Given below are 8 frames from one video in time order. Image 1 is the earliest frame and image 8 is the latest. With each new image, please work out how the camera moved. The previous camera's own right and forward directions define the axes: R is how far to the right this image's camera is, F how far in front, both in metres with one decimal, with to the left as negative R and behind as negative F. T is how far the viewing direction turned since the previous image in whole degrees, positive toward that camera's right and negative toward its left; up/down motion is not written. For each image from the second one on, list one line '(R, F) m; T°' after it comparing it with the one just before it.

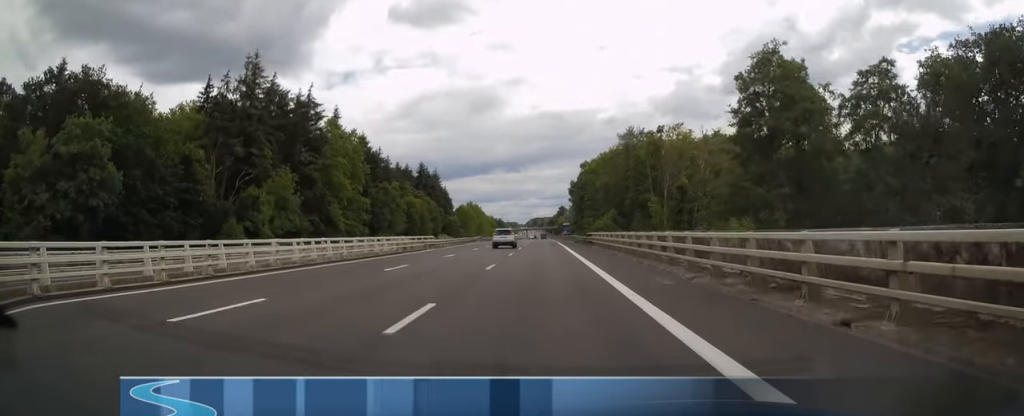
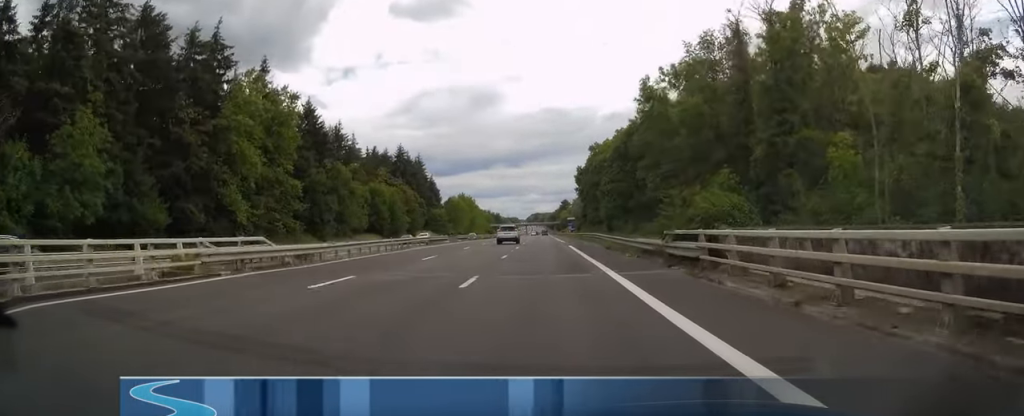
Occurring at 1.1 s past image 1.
(0.0, +33.3) m; -1°
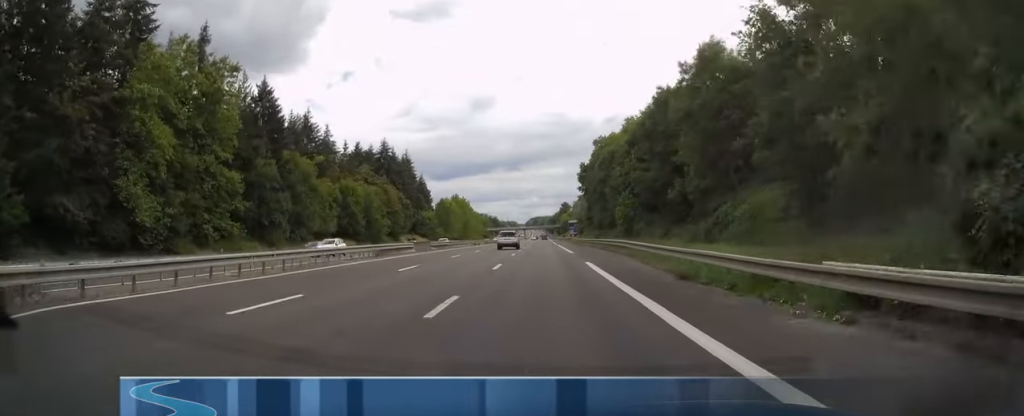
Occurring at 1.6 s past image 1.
(-0.1, +17.3) m; 0°
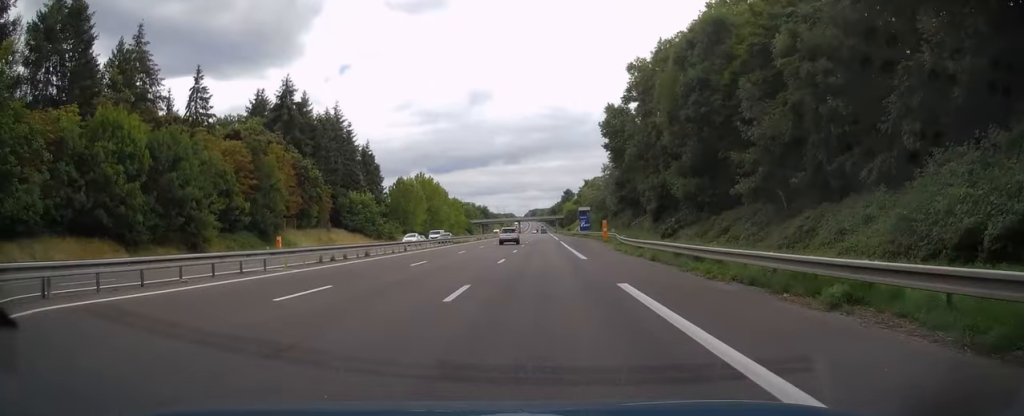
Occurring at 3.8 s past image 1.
(-0.3, +64.1) m; 0°
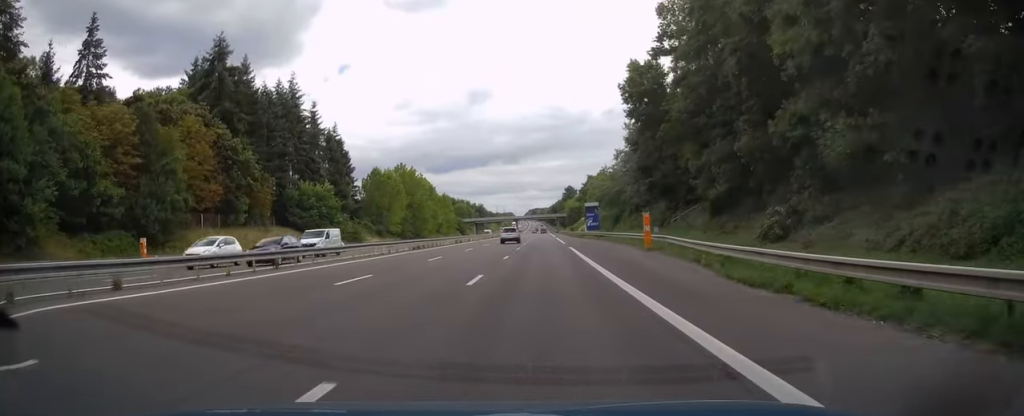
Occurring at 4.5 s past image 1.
(0.0, +23.2) m; 0°
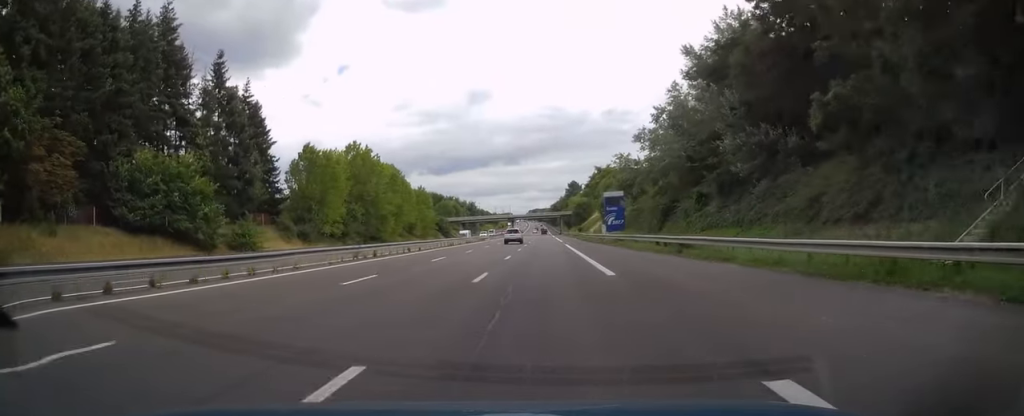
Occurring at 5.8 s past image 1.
(0.0, +38.6) m; 0°
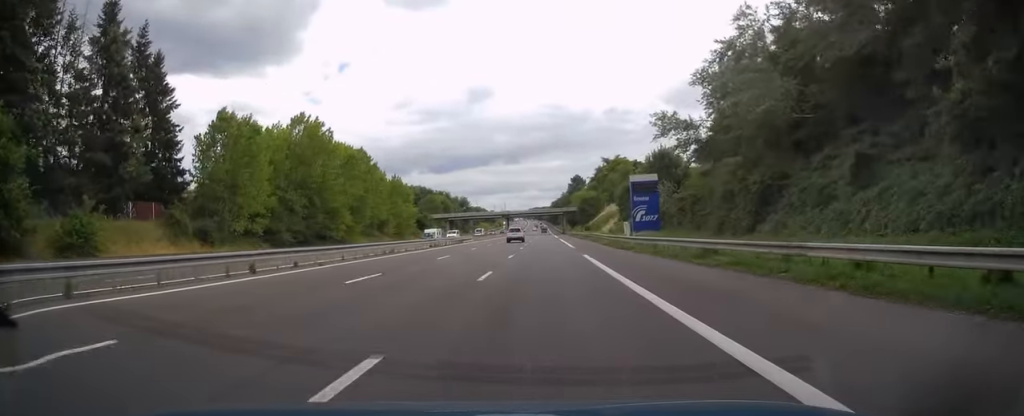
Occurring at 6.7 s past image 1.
(0.0, +26.0) m; 0°
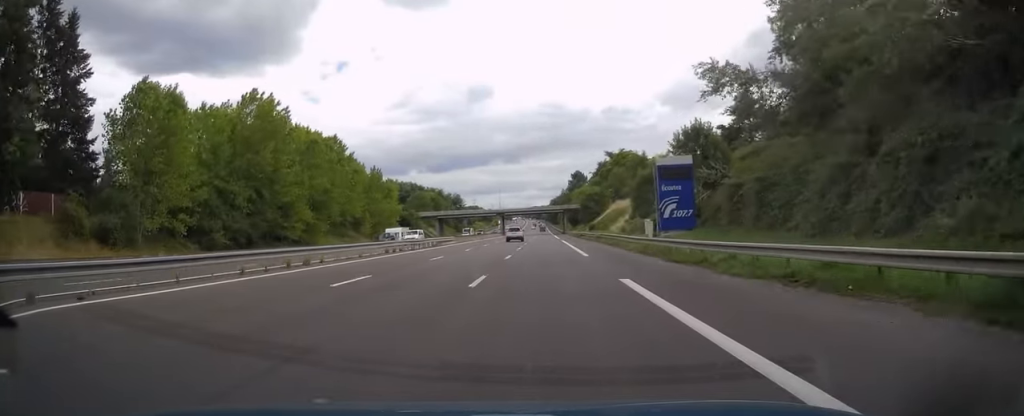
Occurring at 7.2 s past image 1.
(0.0, +15.0) m; 0°
